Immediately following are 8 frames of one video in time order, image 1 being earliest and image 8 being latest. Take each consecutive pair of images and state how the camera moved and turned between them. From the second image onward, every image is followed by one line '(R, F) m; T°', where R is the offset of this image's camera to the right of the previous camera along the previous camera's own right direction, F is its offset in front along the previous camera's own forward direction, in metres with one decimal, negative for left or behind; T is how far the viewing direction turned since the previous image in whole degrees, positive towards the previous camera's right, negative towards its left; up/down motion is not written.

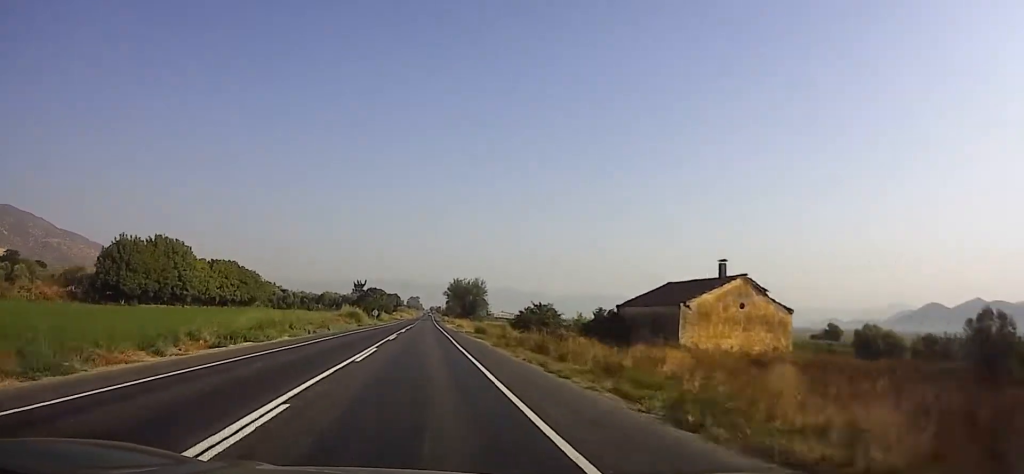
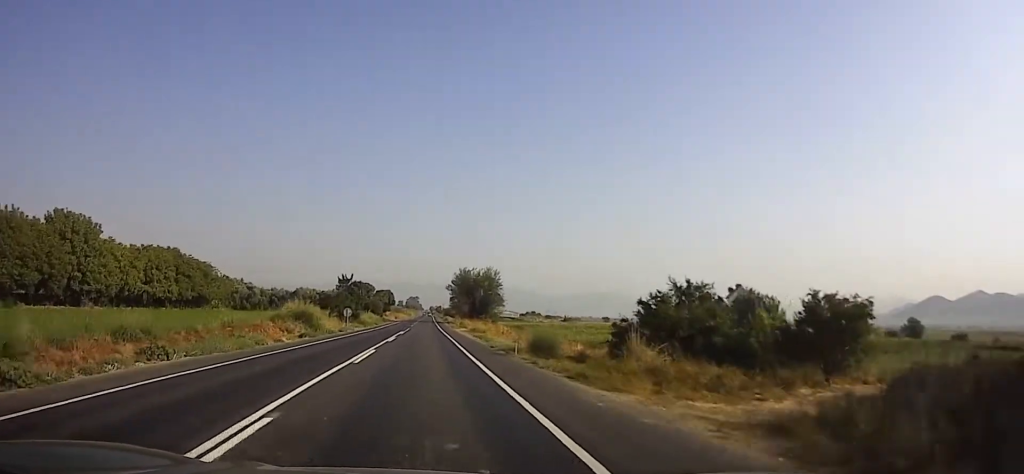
(-0.1, +29.8) m; -1°
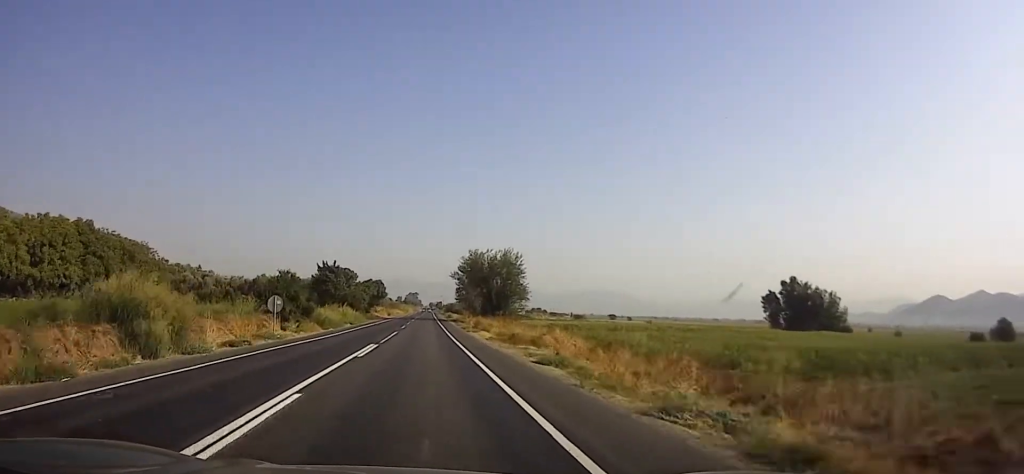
(-0.2, +27.2) m; -1°
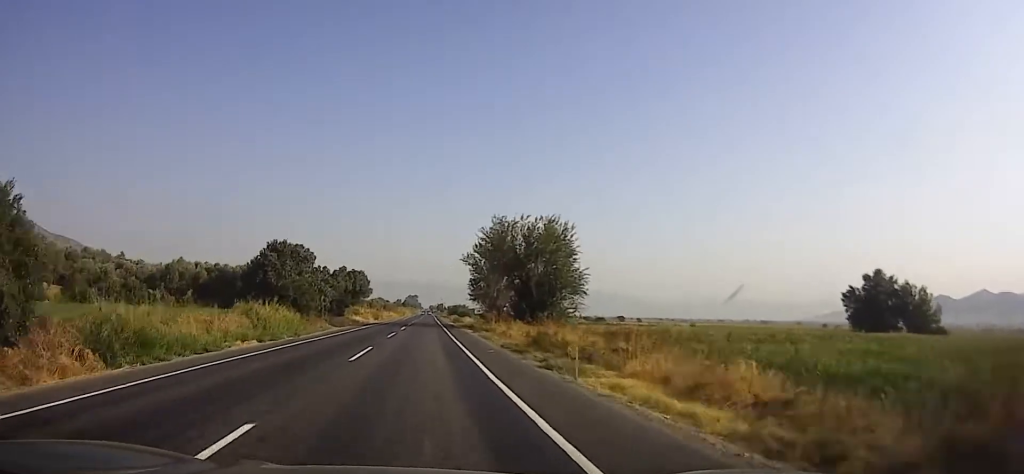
(0.0, +31.4) m; +1°
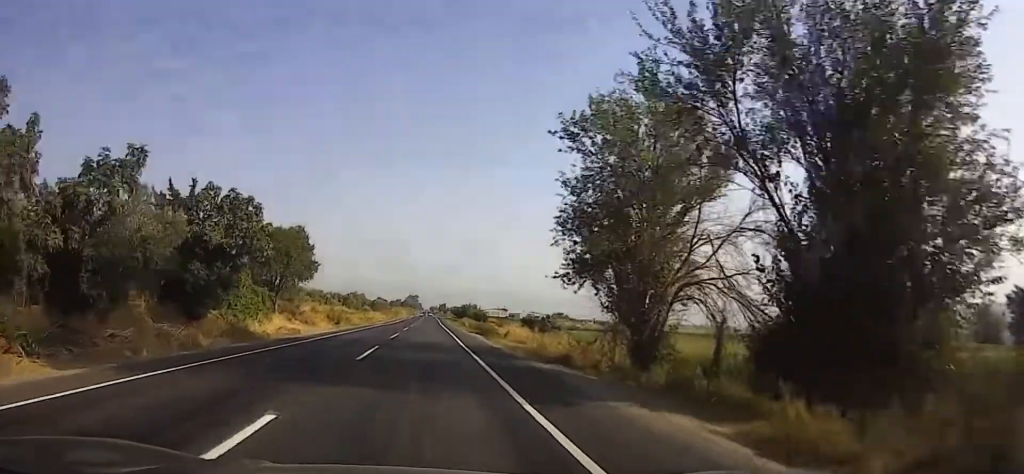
(+0.9, +43.8) m; +2°
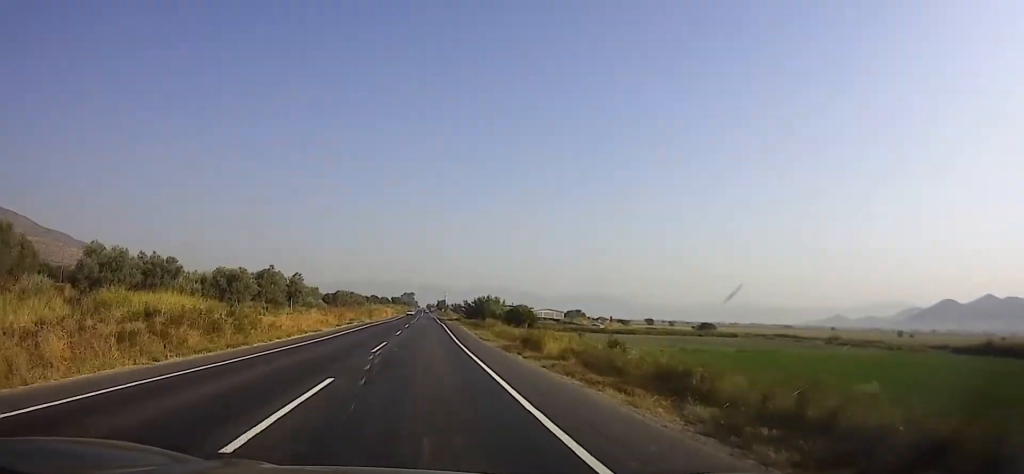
(0.0, +54.5) m; 0°
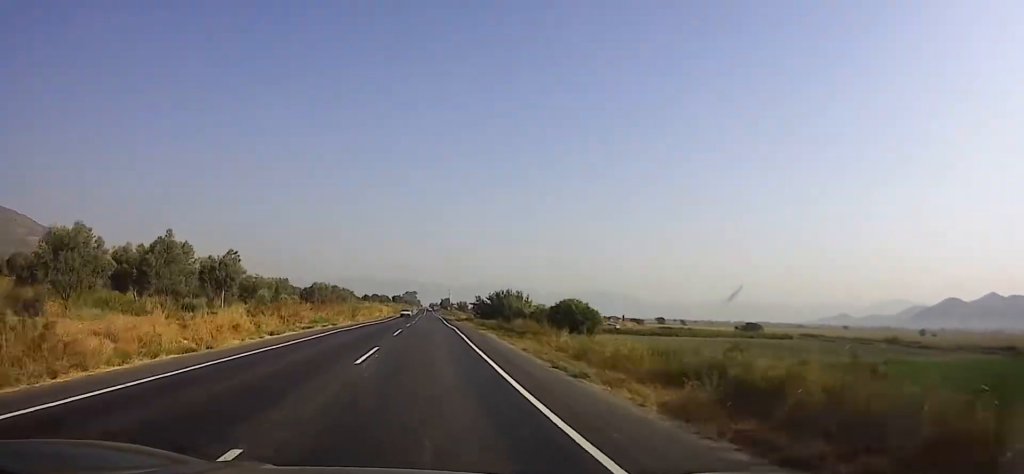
(0.0, +21.3) m; 0°
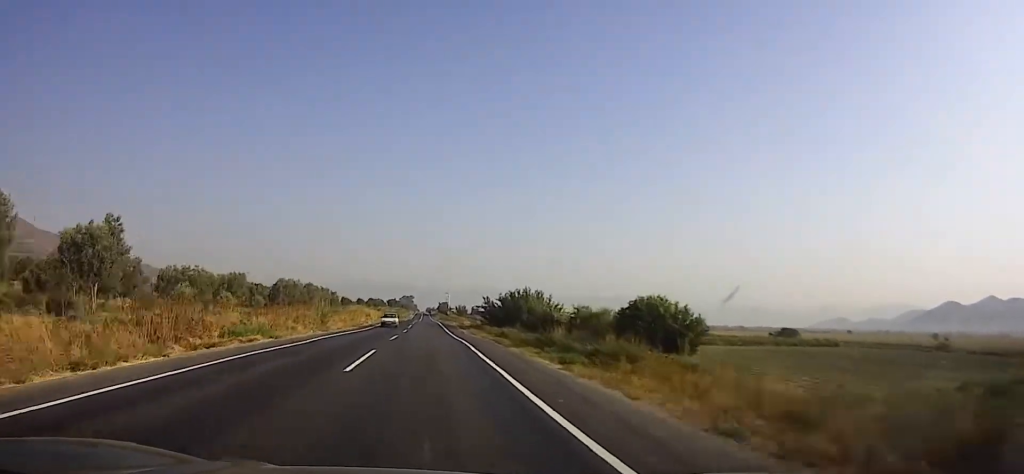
(-0.1, +16.3) m; 0°
